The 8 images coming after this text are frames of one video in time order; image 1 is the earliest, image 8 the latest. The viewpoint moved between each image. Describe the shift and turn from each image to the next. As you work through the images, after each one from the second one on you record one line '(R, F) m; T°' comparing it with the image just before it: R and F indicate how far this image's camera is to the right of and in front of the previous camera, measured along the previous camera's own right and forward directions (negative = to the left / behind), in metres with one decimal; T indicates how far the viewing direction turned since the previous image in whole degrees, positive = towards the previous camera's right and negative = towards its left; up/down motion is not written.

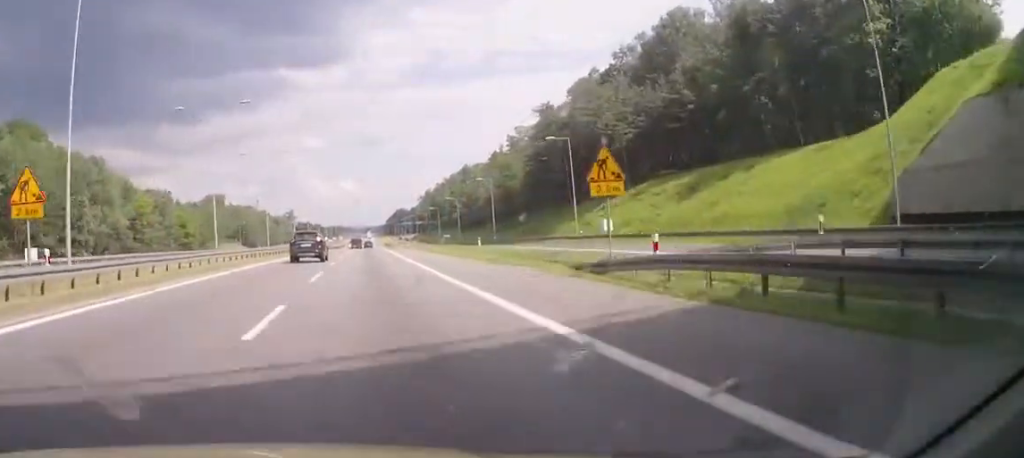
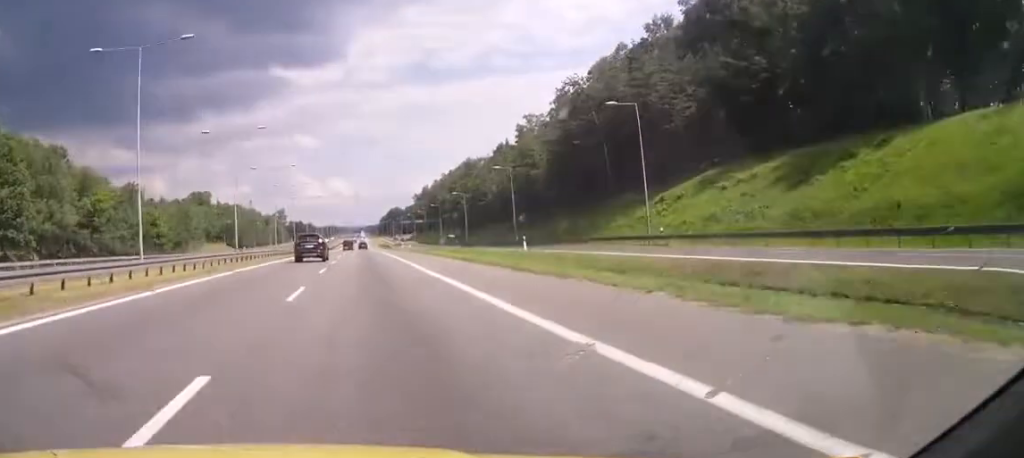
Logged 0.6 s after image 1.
(-0.6, +18.0) m; -1°
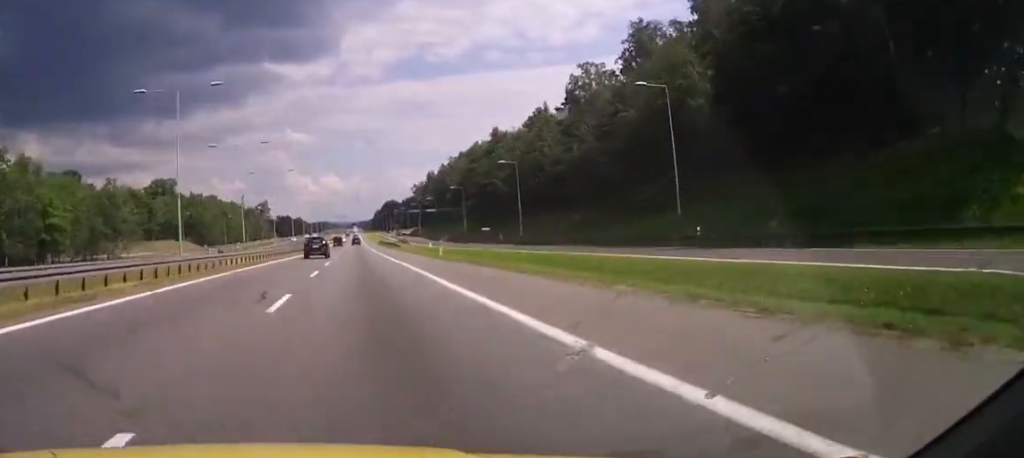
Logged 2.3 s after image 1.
(+0.8, +48.7) m; +2°
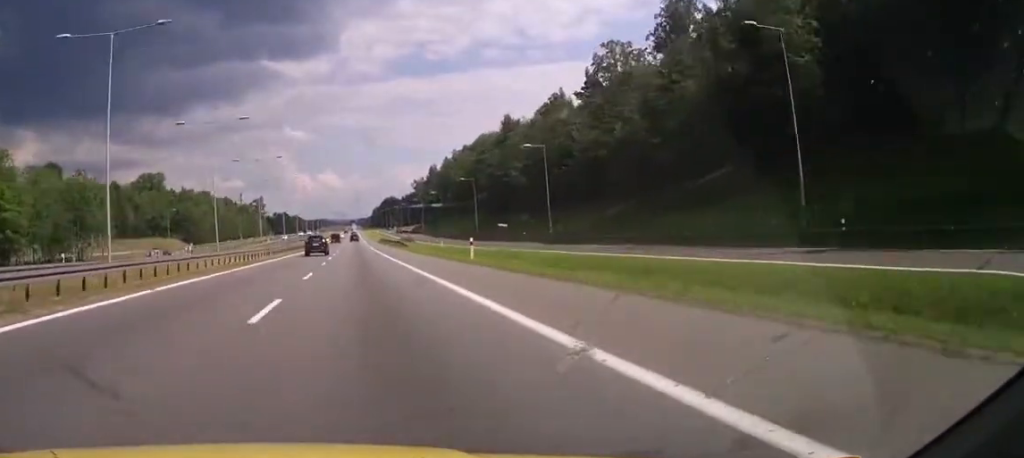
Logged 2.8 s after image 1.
(-0.1, +13.5) m; 0°
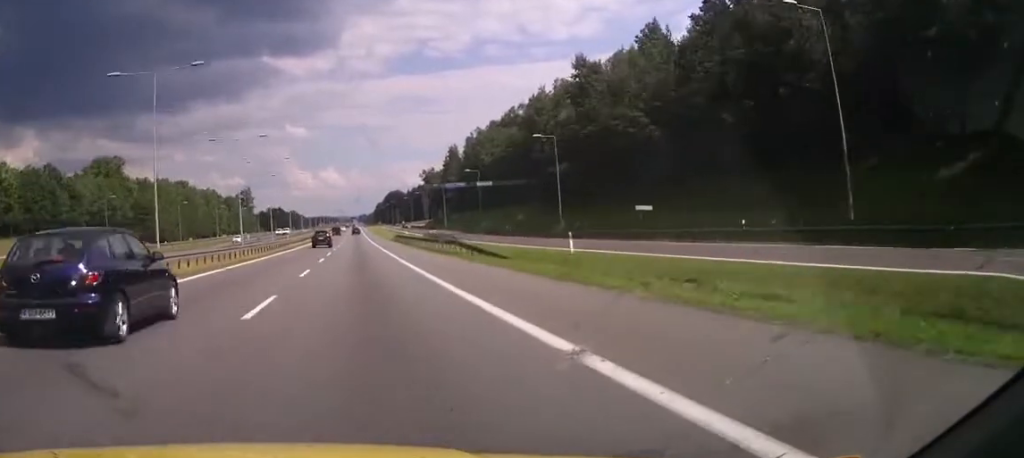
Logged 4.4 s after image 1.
(+0.6, +46.8) m; +1°
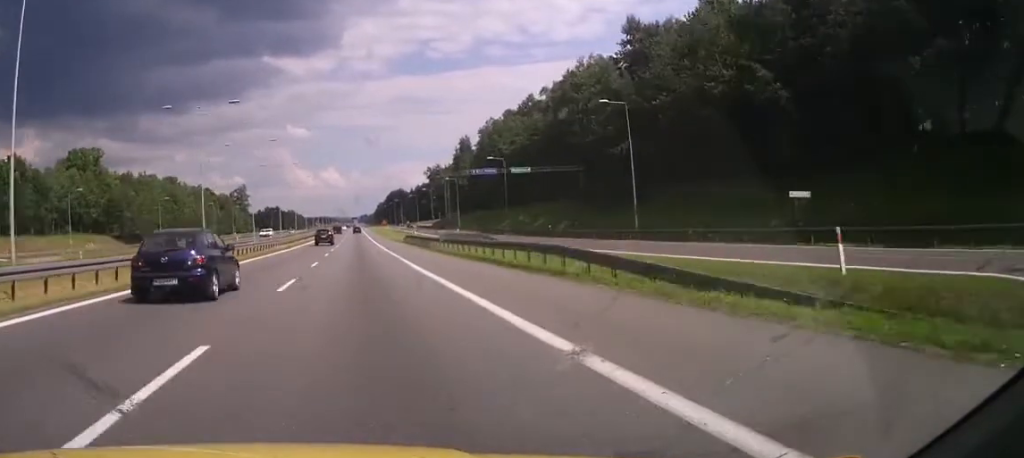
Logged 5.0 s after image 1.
(0.0, +18.7) m; 0°
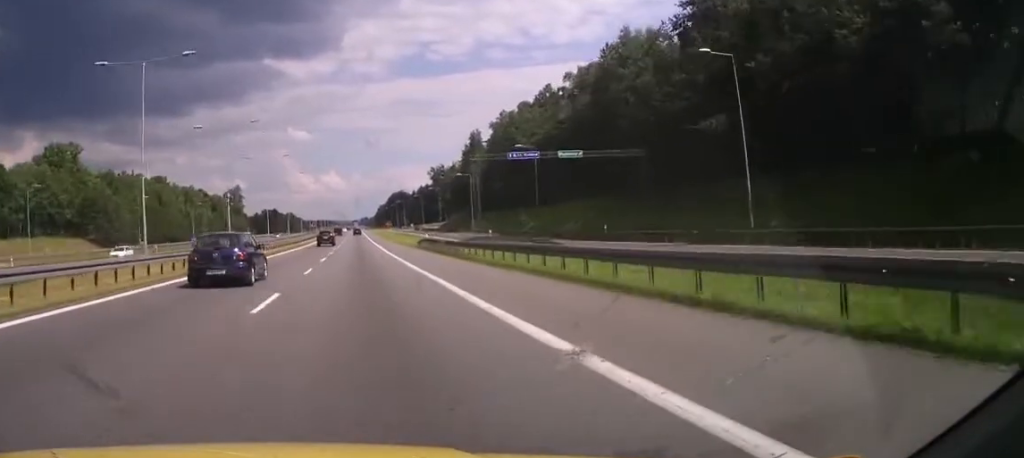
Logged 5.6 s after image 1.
(0.0, +15.8) m; 0°
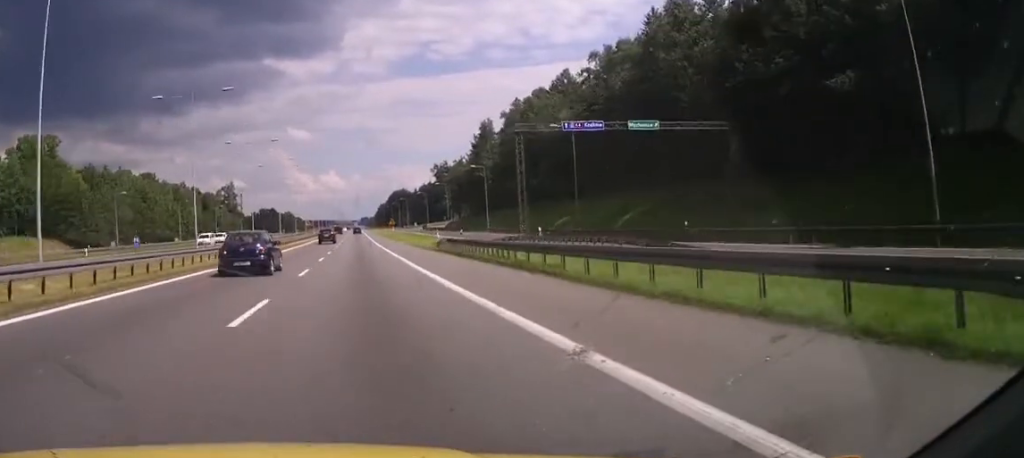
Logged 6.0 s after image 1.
(0.0, +13.9) m; 0°
